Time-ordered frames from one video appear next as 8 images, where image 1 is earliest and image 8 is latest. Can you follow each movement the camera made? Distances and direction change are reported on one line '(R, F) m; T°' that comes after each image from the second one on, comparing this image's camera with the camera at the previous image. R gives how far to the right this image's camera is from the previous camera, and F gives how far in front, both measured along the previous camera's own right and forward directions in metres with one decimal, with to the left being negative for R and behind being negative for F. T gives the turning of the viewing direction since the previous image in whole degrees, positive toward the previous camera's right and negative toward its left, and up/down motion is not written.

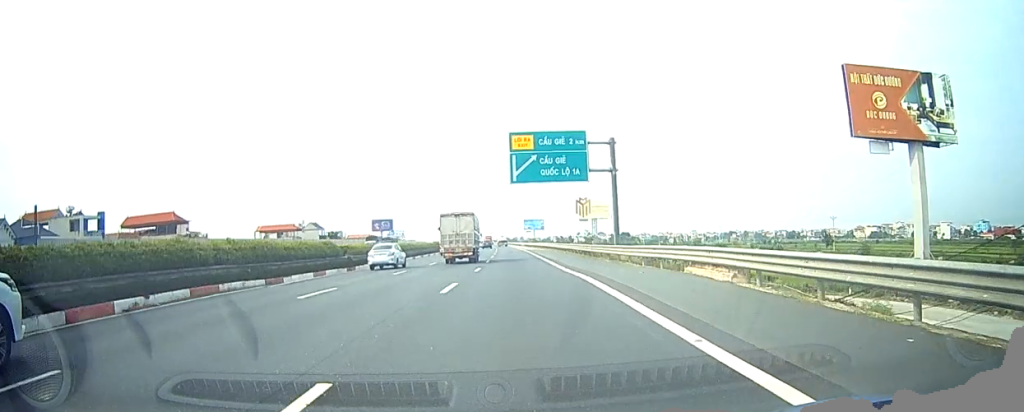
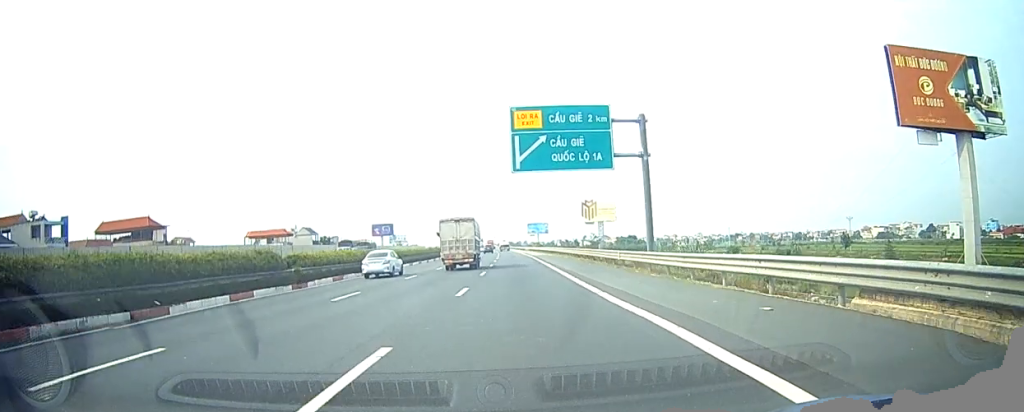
(+0.1, +9.0) m; +1°
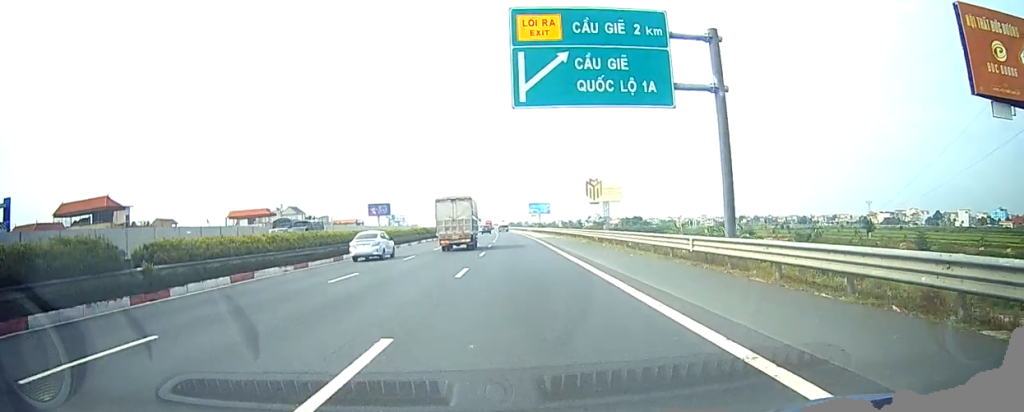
(+0.1, +11.6) m; 0°
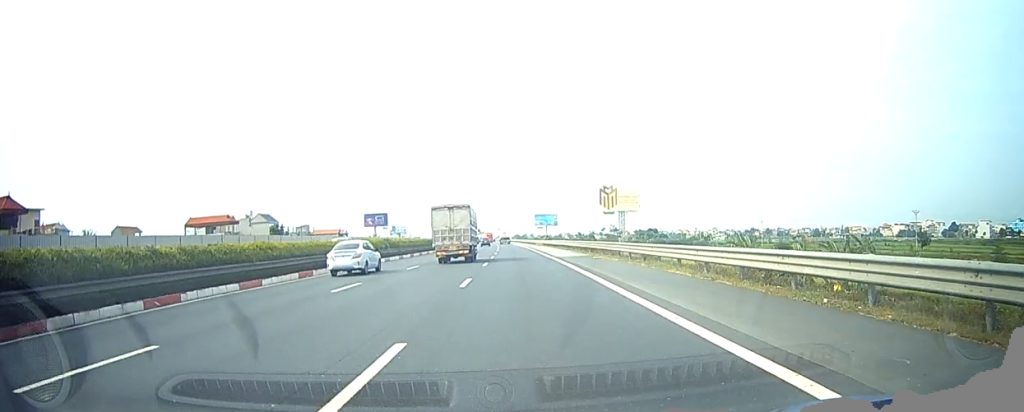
(0.0, +24.2) m; -1°
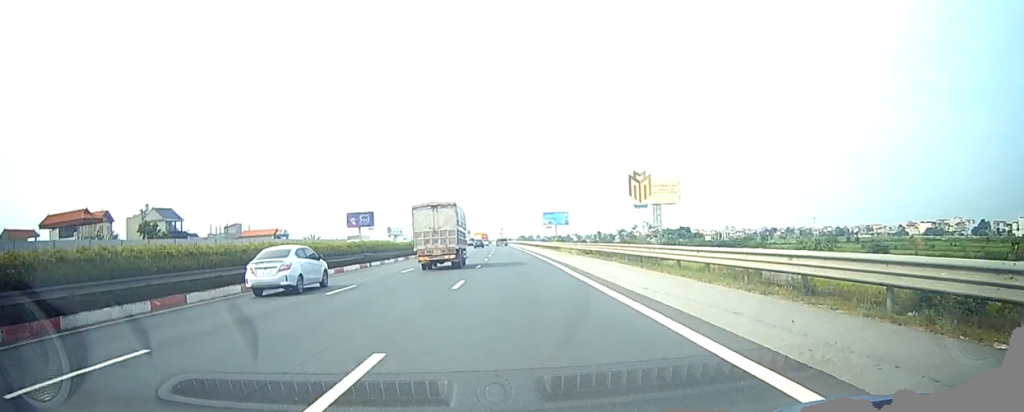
(-1.6, +48.7) m; -3°
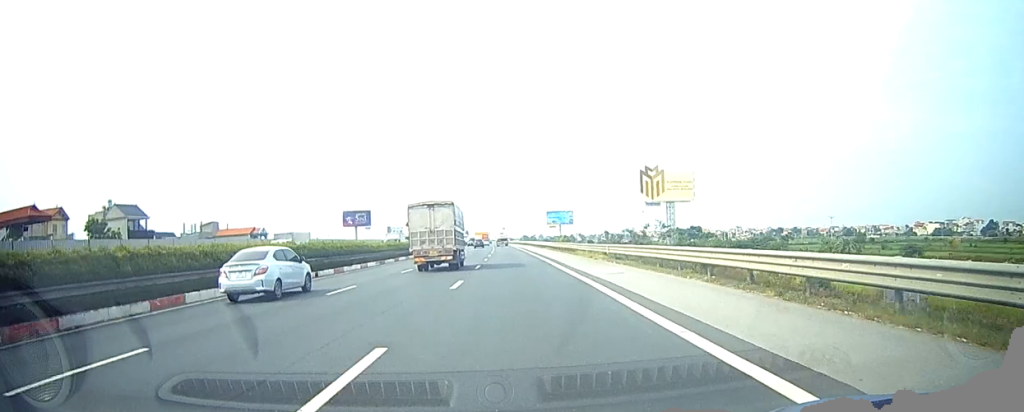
(-0.1, +12.5) m; -1°
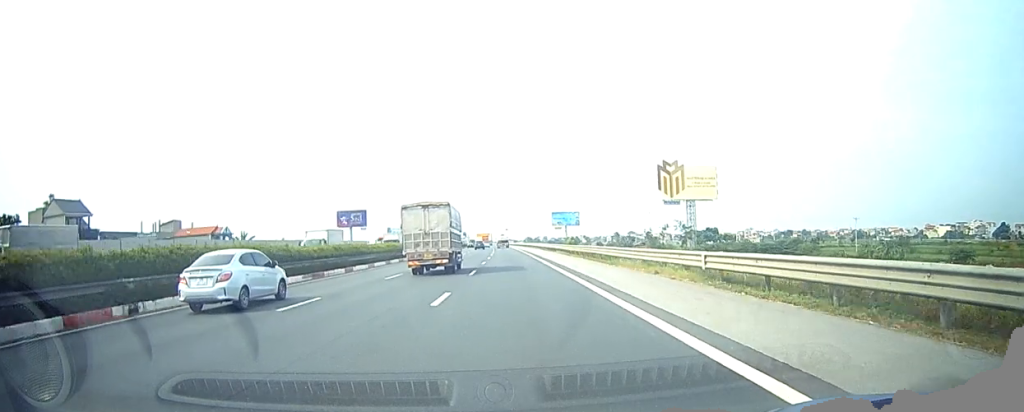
(0.0, +16.0) m; 0°
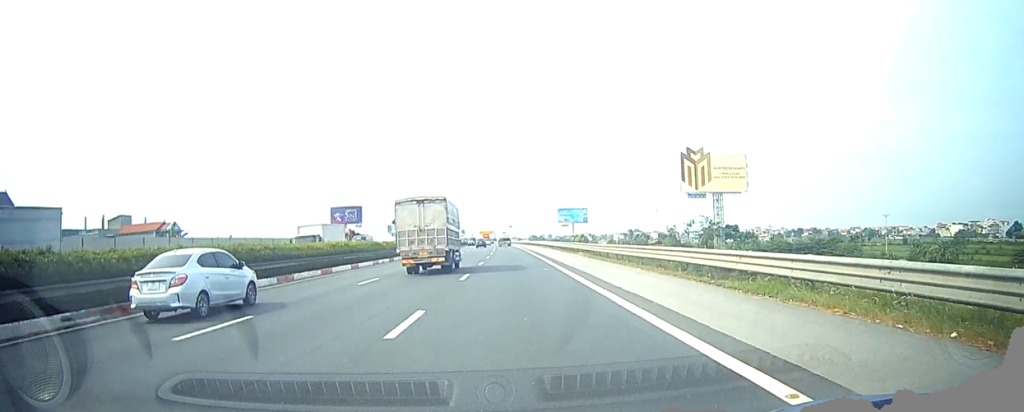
(0.0, +17.6) m; 0°
